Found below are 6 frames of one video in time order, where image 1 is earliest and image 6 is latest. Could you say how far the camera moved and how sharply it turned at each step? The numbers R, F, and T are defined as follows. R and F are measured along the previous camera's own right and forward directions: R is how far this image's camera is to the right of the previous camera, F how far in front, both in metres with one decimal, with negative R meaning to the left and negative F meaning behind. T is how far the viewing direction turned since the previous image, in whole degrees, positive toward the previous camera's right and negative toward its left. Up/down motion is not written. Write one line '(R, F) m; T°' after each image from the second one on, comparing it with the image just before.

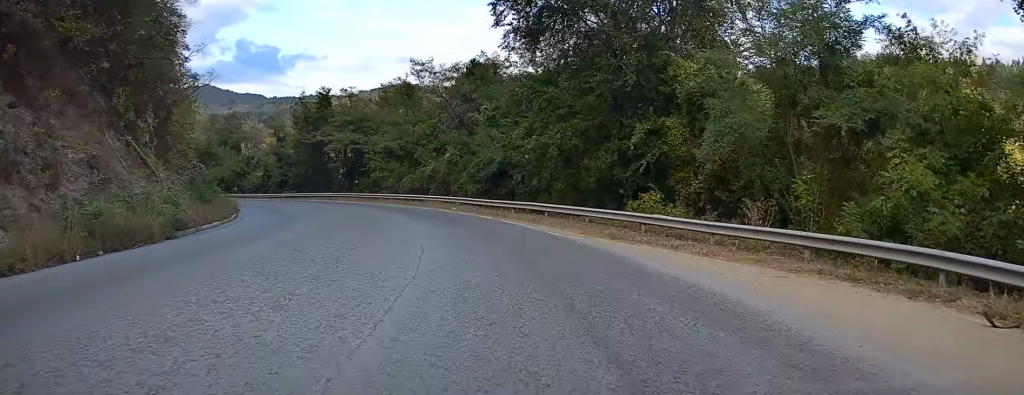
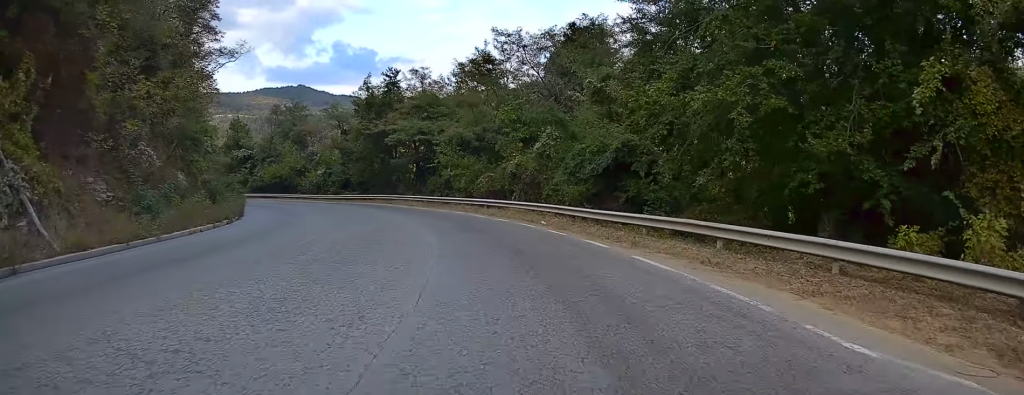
(-0.7, +13.7) m; -8°
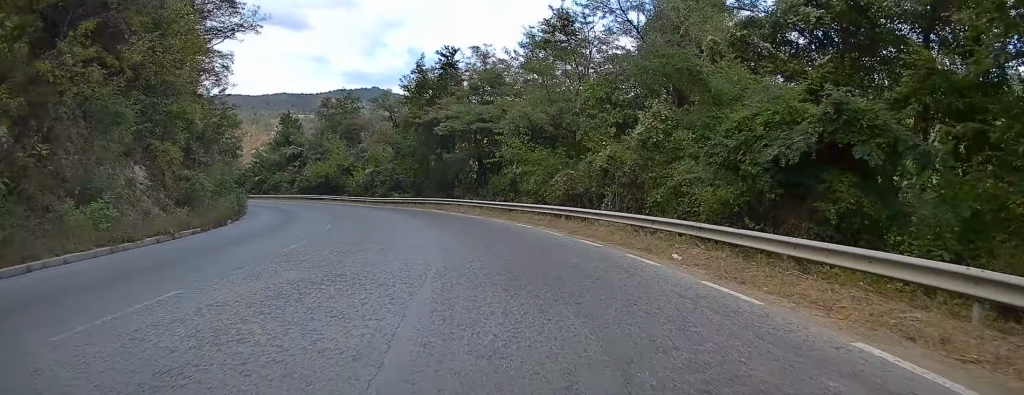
(-0.7, +11.2) m; -8°
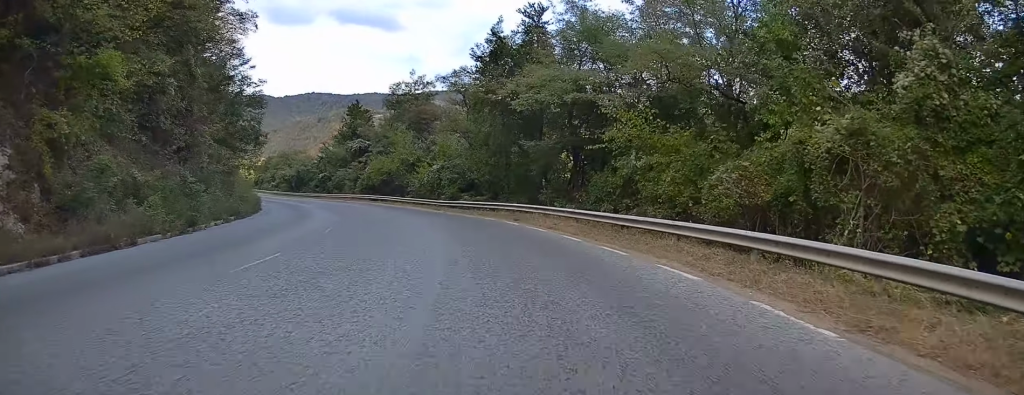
(-0.8, +13.1) m; -8°
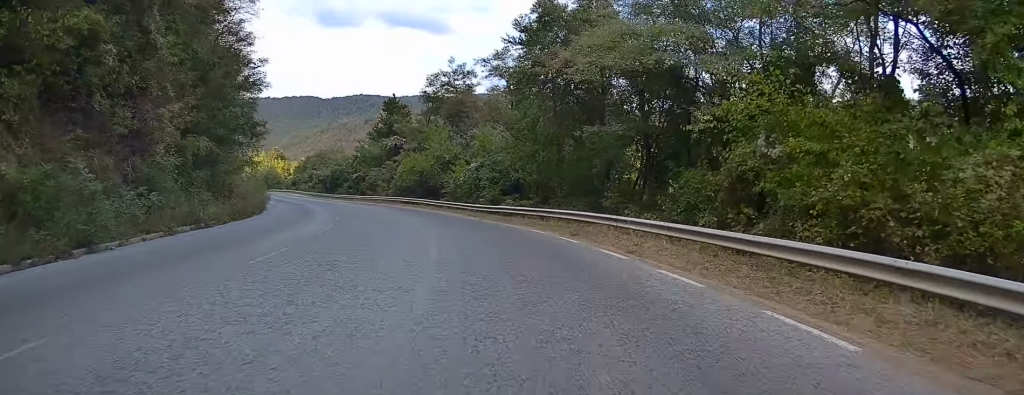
(-0.6, +8.3) m; -5°
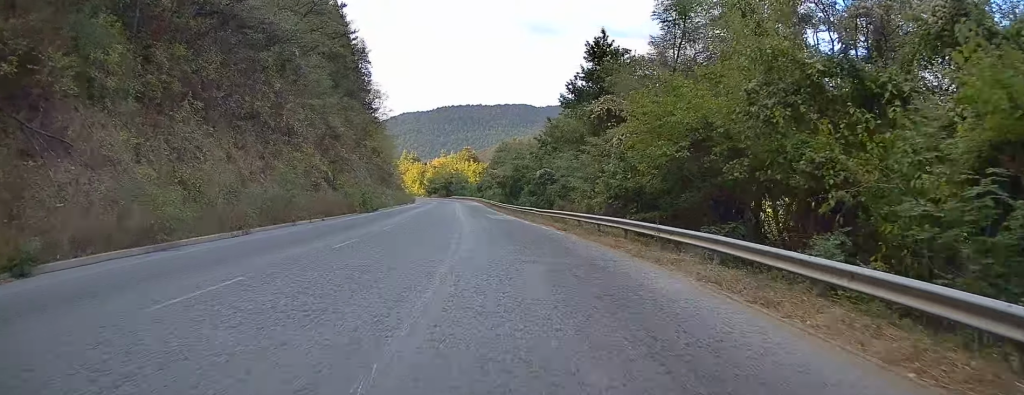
(-8.1, +40.0) m; -21°
